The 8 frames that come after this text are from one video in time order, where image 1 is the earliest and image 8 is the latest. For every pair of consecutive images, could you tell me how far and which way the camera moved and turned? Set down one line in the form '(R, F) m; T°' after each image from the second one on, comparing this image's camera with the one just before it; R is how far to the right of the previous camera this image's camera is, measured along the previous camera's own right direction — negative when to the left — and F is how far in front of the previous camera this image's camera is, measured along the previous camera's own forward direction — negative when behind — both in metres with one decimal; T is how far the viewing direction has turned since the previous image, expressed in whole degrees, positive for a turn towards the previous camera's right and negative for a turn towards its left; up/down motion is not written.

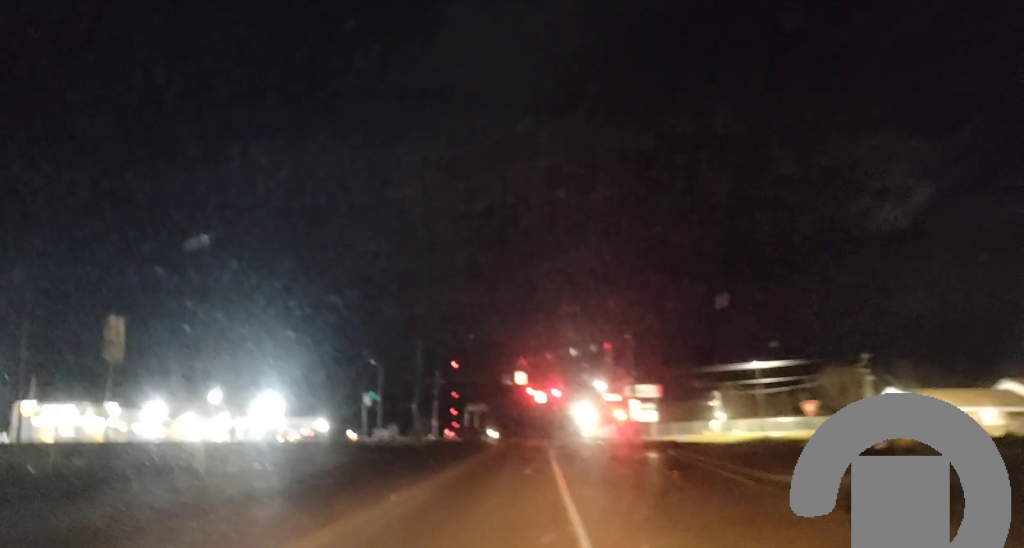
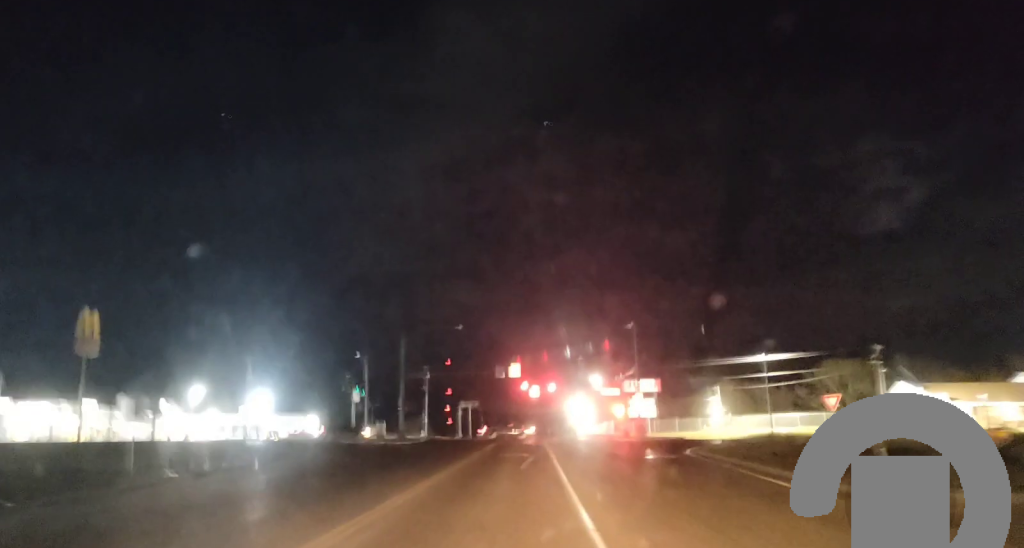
(0.0, +7.5) m; 0°
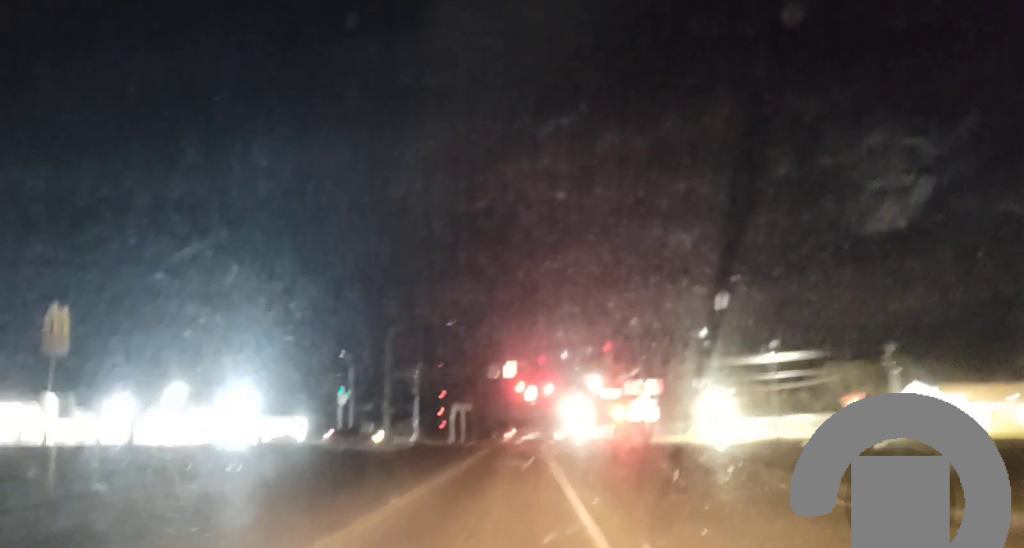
(0.0, +4.6) m; 0°
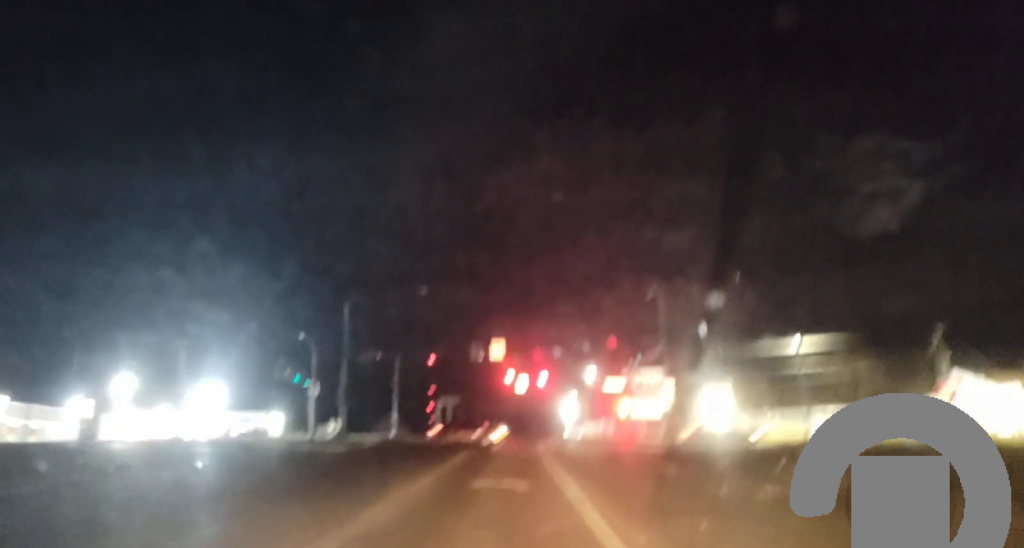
(+0.1, +15.8) m; +1°
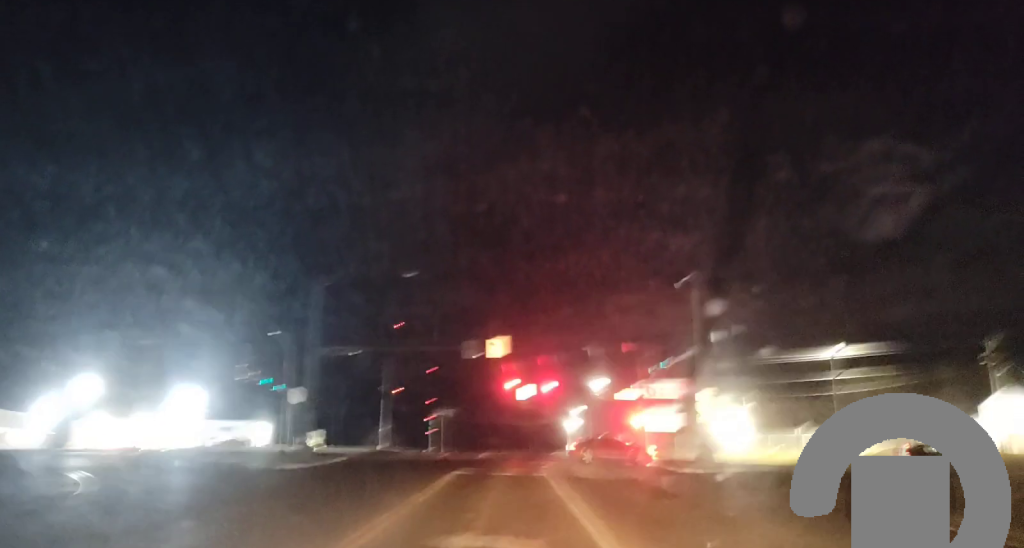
(+0.1, +8.2) m; -1°
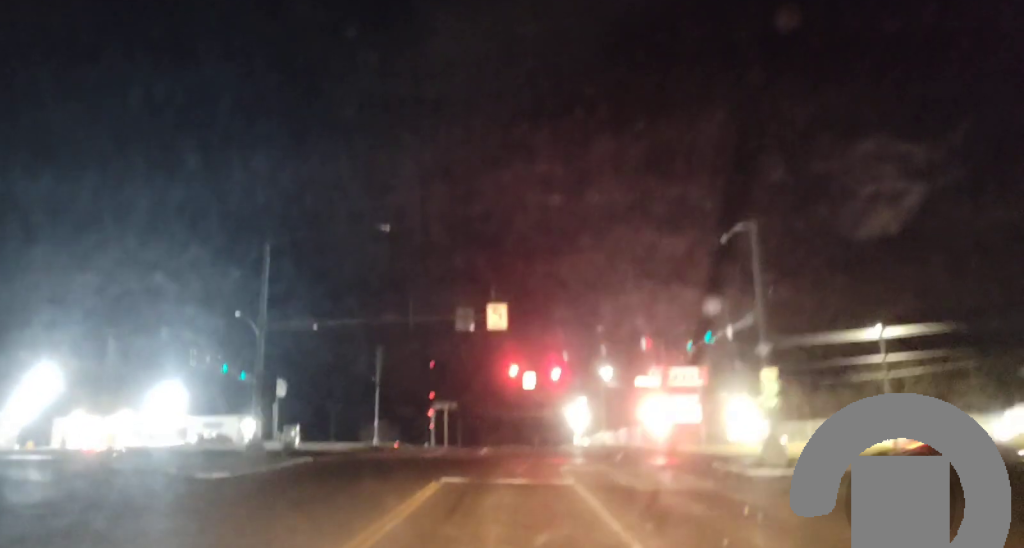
(-0.3, +9.8) m; +1°
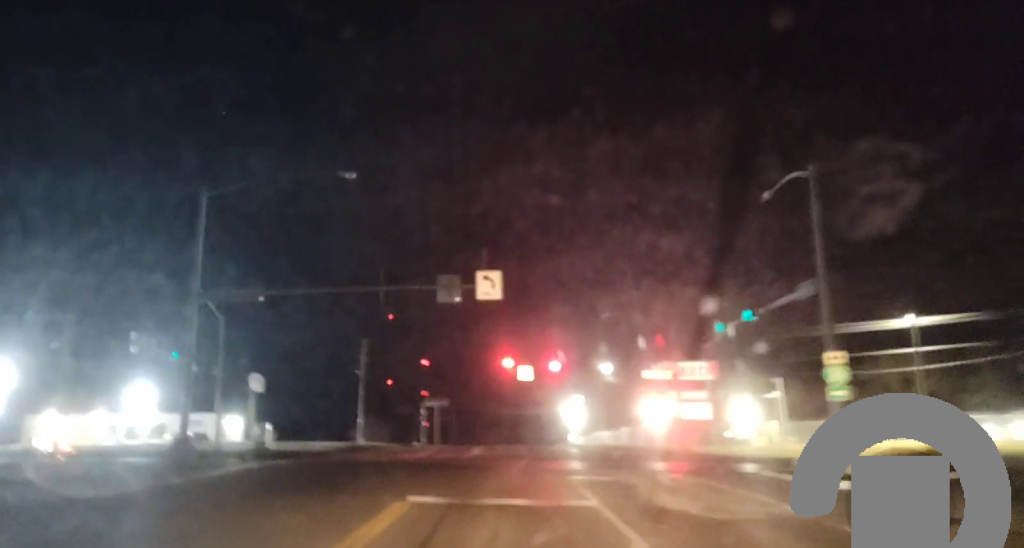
(+0.3, +7.4) m; +1°
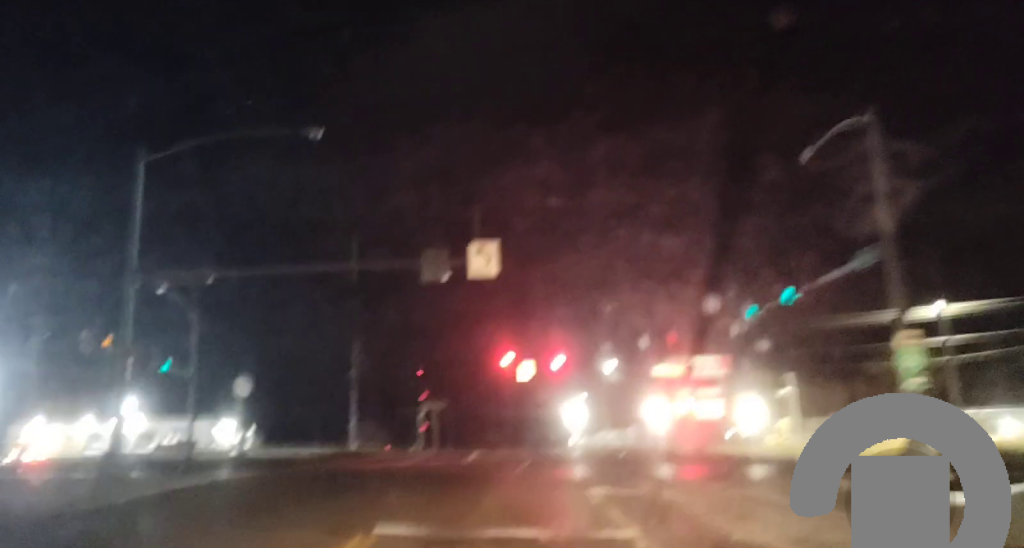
(0.0, +4.8) m; -2°
